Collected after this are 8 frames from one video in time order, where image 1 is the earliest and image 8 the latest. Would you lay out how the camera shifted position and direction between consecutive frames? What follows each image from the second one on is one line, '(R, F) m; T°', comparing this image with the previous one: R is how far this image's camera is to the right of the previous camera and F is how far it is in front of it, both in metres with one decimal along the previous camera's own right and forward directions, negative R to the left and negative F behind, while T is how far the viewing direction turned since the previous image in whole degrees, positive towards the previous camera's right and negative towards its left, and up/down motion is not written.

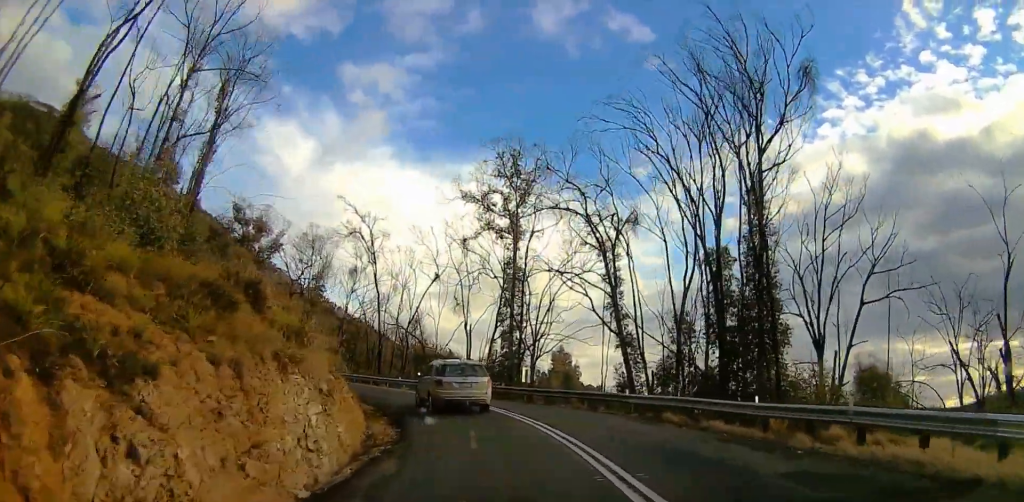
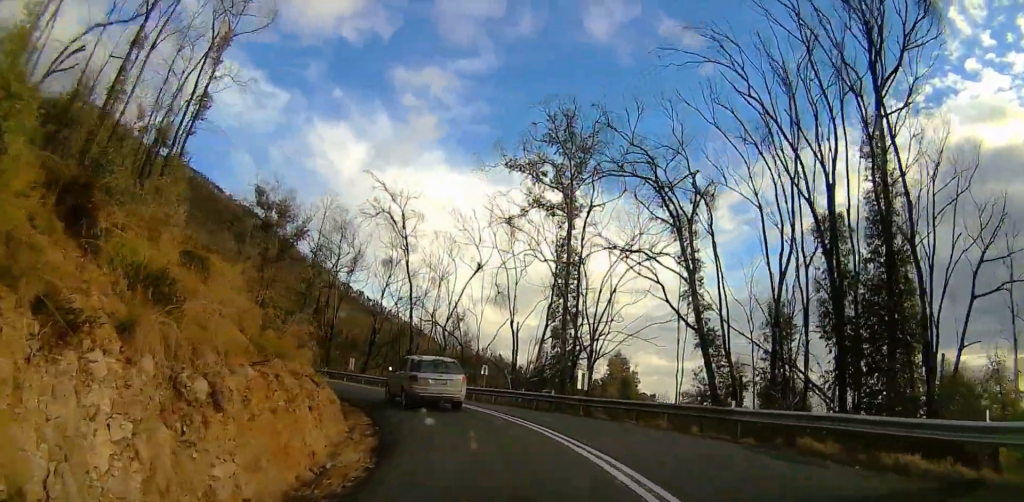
(+0.8, +7.1) m; +6°
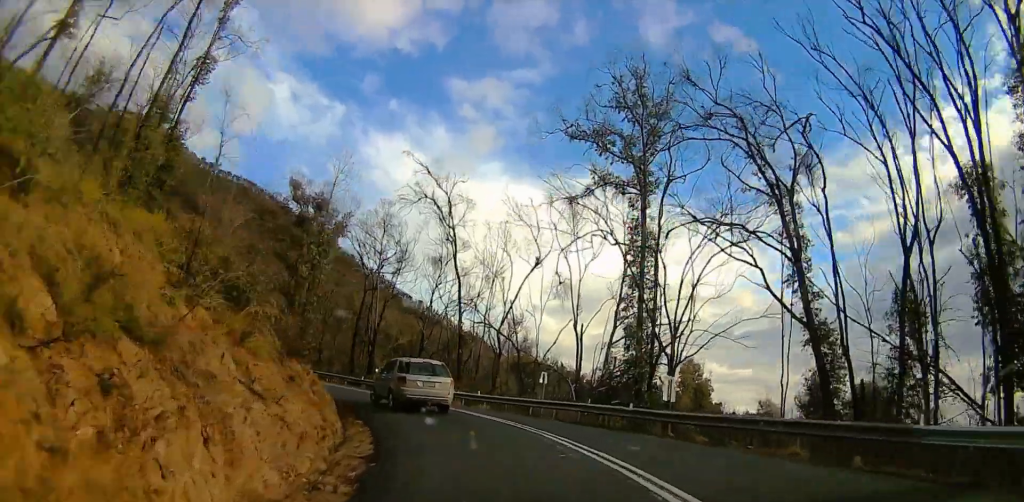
(0.0, +5.8) m; -10°
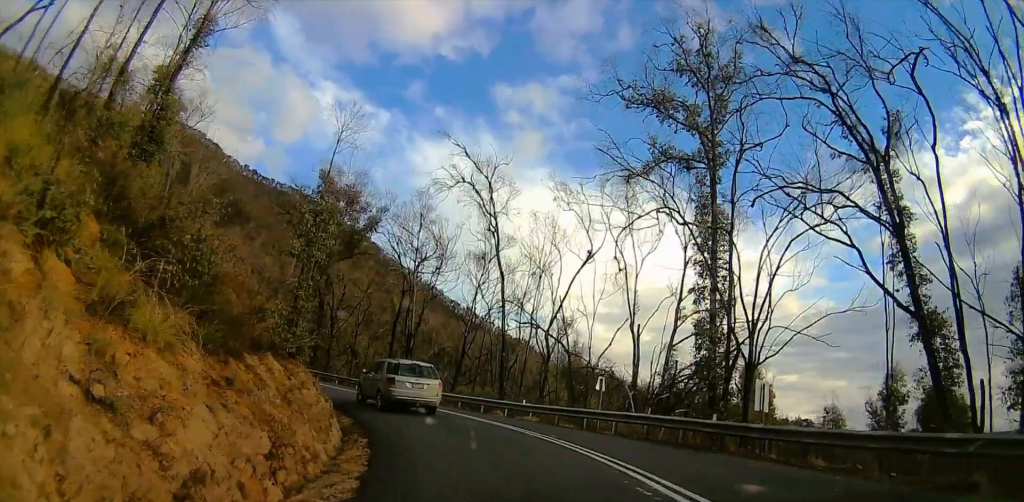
(+0.8, +4.4) m; -8°
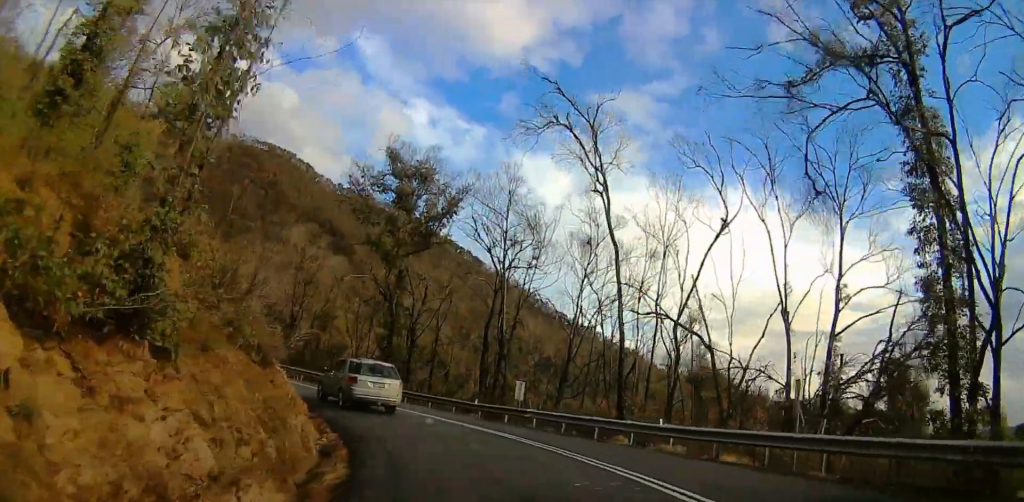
(-2.9, +8.2) m; -22°
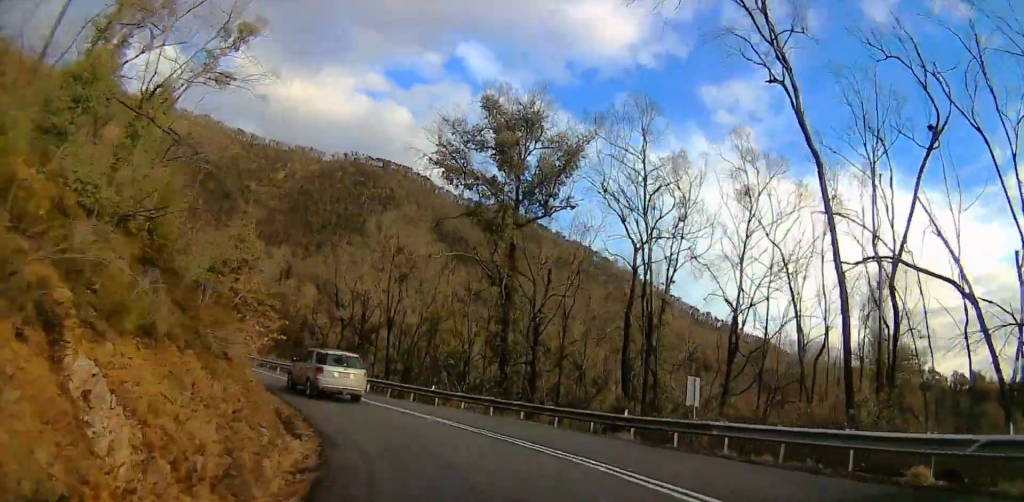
(-1.2, +9.3) m; -8°
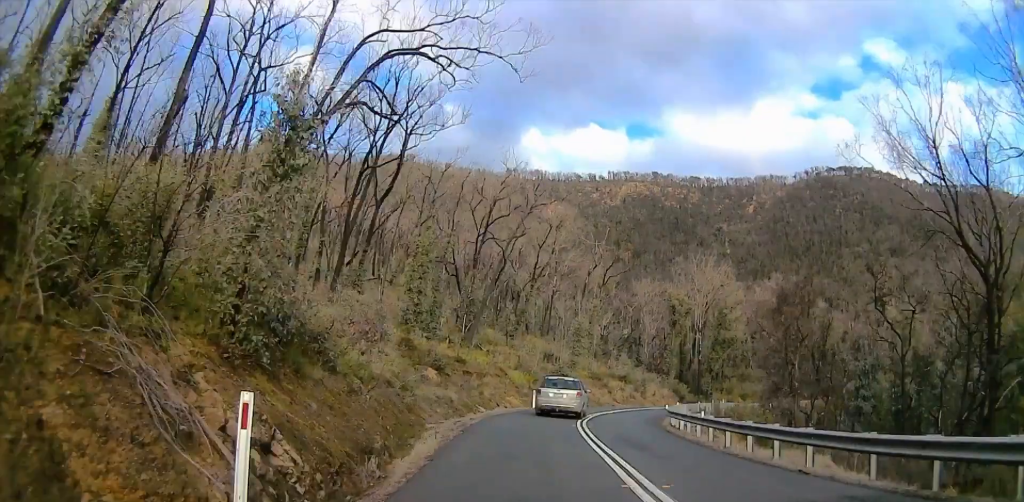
(-7.3, +34.5) m; -37°
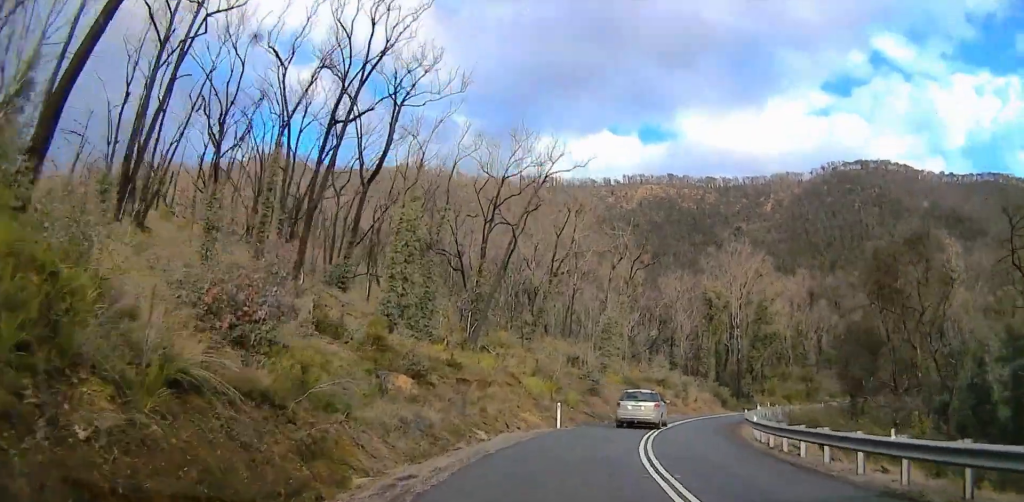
(-0.6, +11.8) m; -9°
